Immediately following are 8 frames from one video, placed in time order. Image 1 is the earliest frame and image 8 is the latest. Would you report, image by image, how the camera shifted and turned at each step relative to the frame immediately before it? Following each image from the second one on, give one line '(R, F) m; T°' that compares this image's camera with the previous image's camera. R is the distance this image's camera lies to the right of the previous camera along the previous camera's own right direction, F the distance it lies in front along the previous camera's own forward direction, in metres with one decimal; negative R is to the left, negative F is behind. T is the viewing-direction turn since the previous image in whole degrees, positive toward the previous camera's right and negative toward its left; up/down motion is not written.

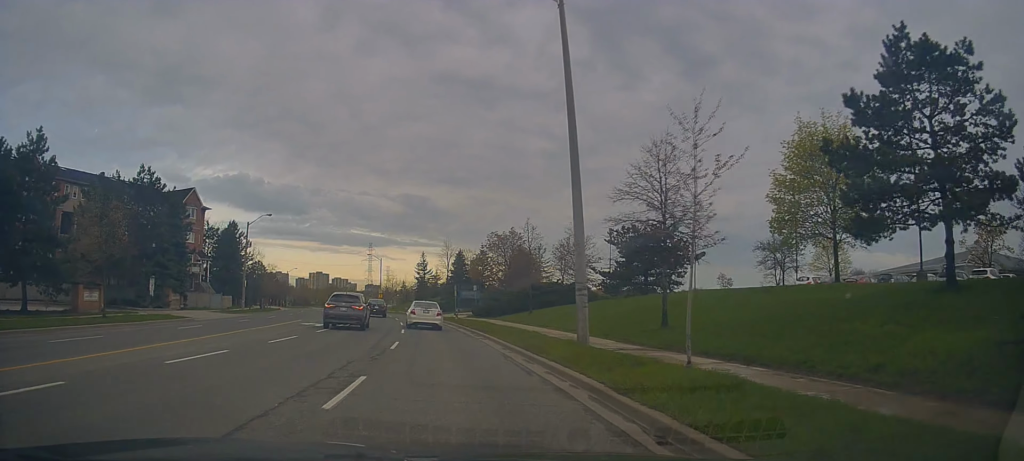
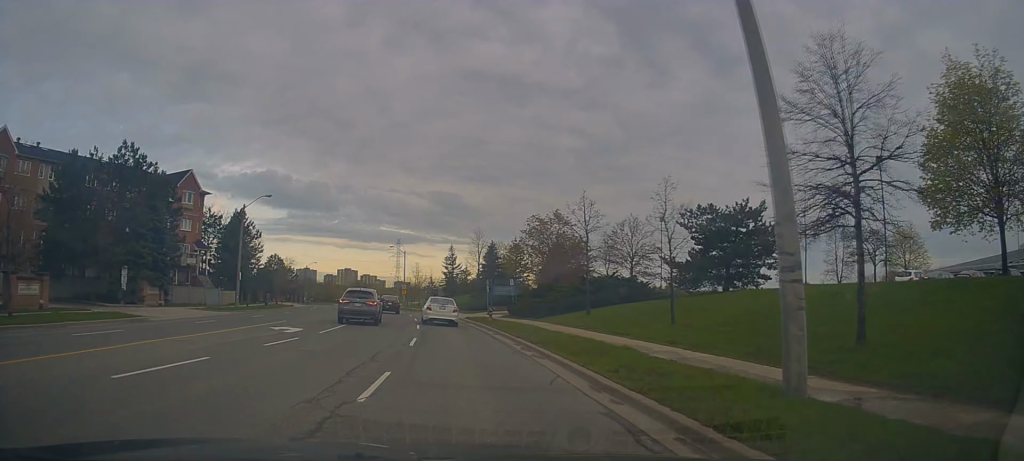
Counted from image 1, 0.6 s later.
(-1.0, +8.4) m; -4°
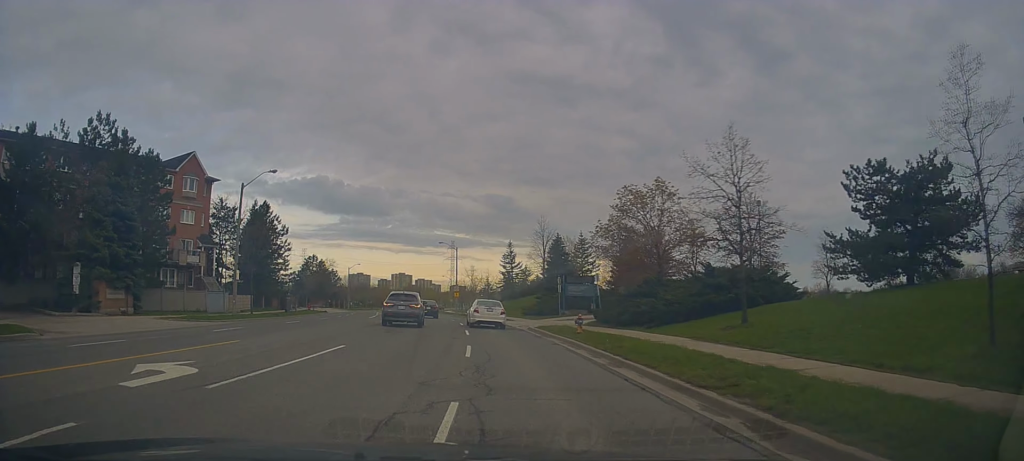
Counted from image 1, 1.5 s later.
(+0.3, +11.5) m; -3°
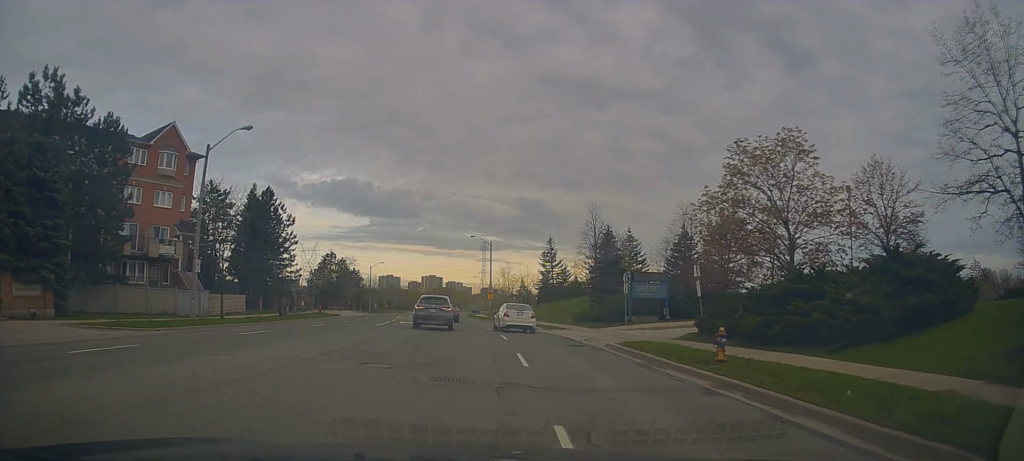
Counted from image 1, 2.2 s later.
(-0.4, +10.2) m; -3°
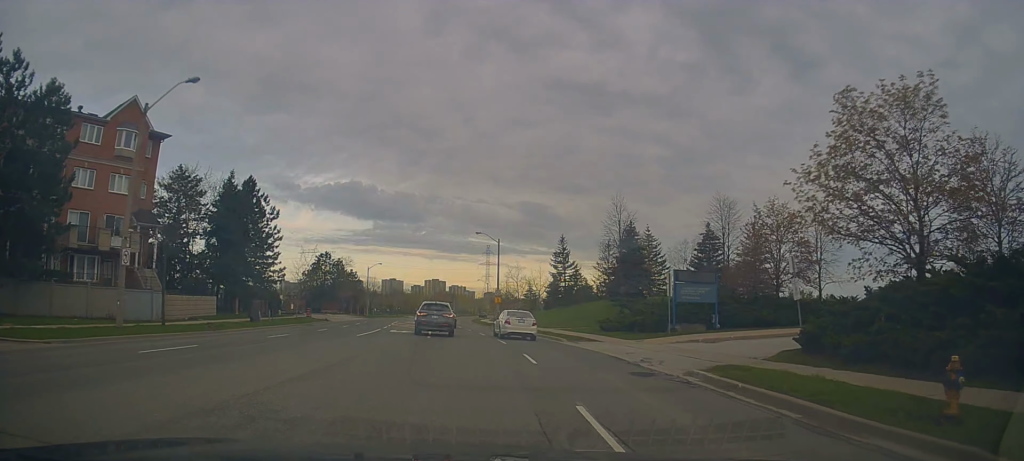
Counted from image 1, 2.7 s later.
(-0.5, +7.3) m; -2°
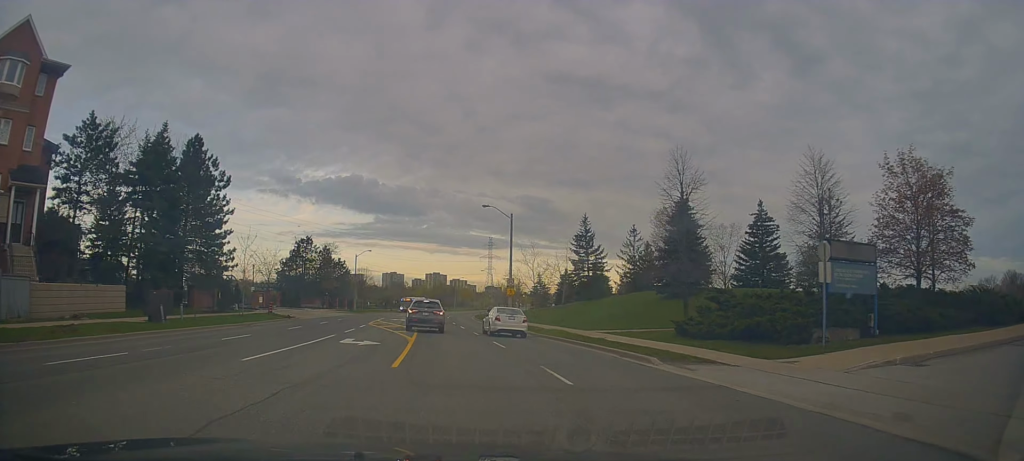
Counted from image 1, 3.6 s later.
(+0.2, +13.0) m; -2°
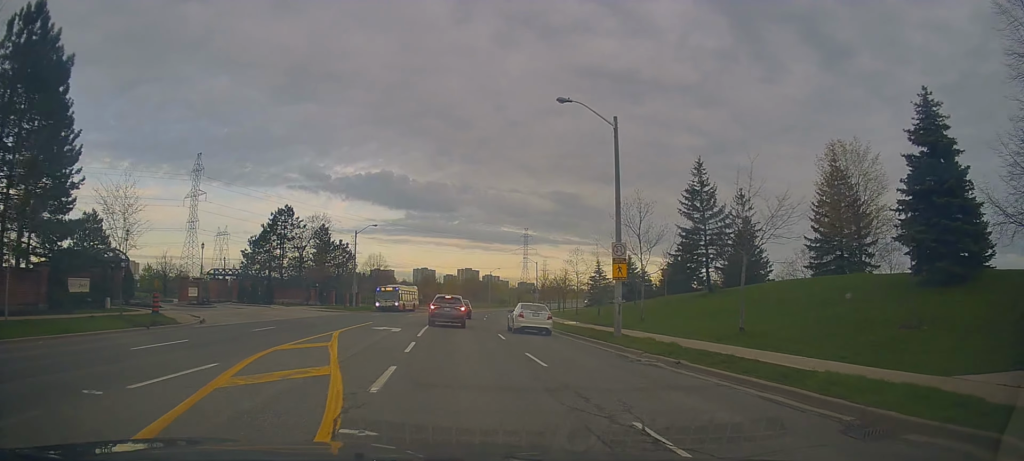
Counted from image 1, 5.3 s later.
(-1.0, +24.3) m; -3°
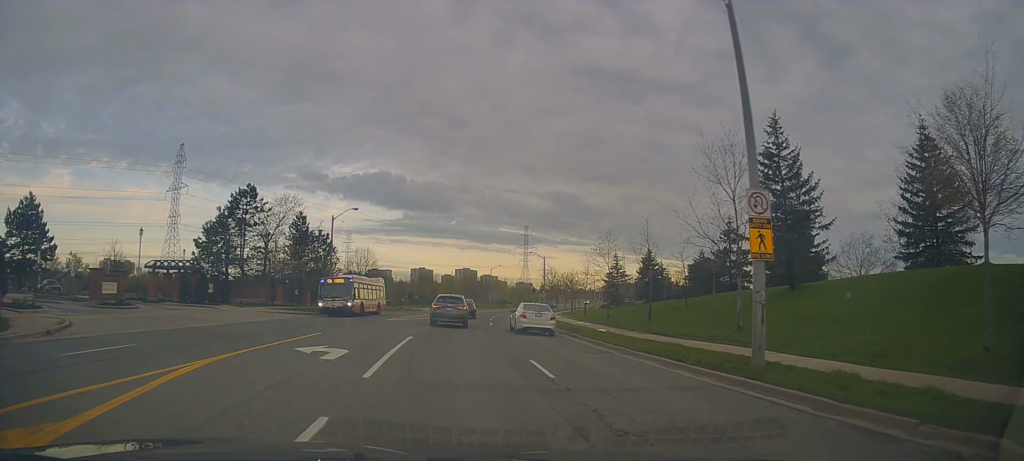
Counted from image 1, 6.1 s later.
(0.0, +11.0) m; 0°
